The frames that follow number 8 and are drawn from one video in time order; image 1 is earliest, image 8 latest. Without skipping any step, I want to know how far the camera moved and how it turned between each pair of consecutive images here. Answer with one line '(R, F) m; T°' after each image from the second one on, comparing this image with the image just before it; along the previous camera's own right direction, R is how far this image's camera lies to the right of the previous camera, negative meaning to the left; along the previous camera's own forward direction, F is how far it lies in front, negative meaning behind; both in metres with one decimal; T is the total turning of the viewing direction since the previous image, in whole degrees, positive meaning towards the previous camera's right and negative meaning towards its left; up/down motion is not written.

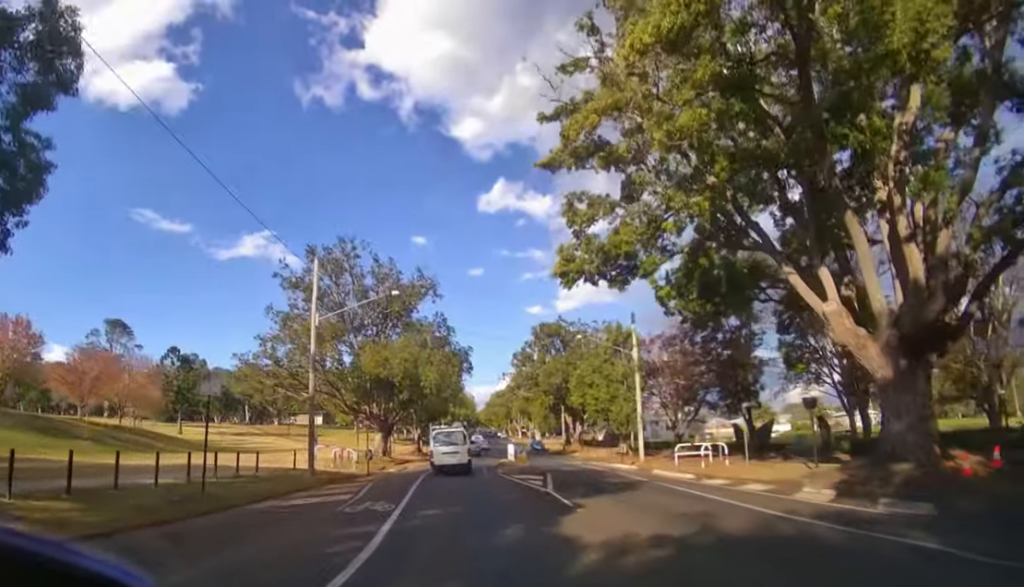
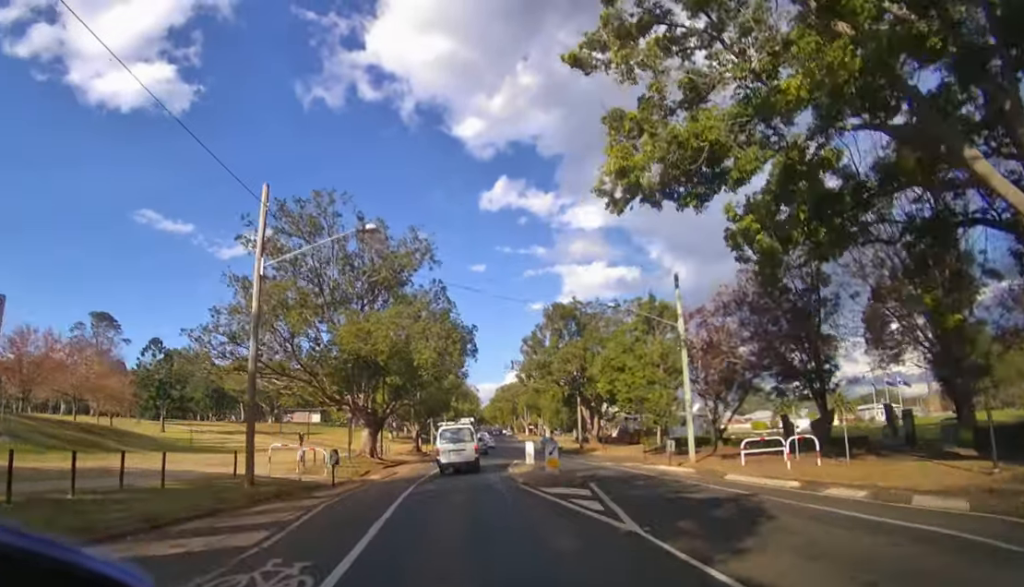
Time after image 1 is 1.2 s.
(0.0, +6.2) m; -1°
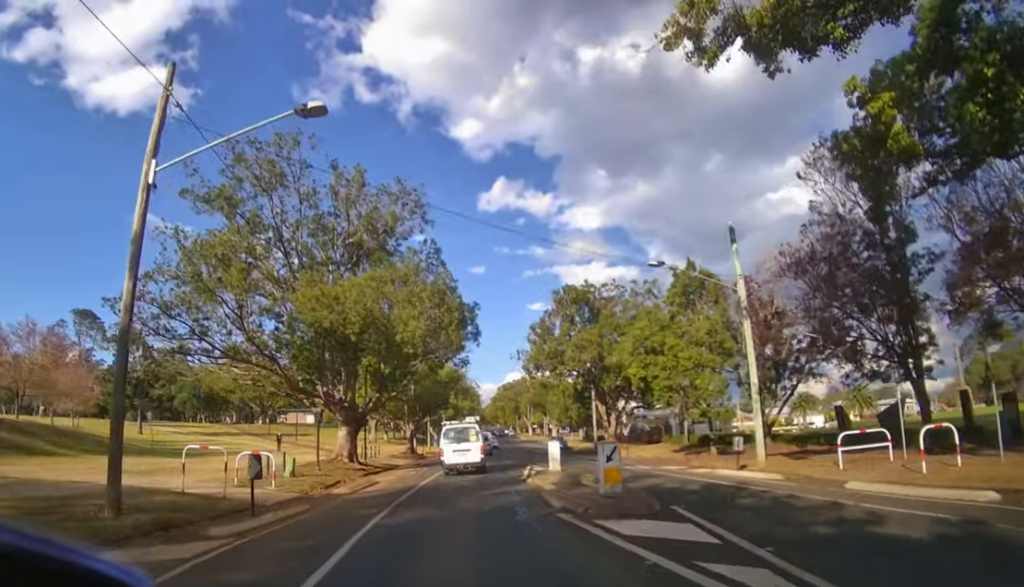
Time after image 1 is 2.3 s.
(0.0, +5.1) m; -1°
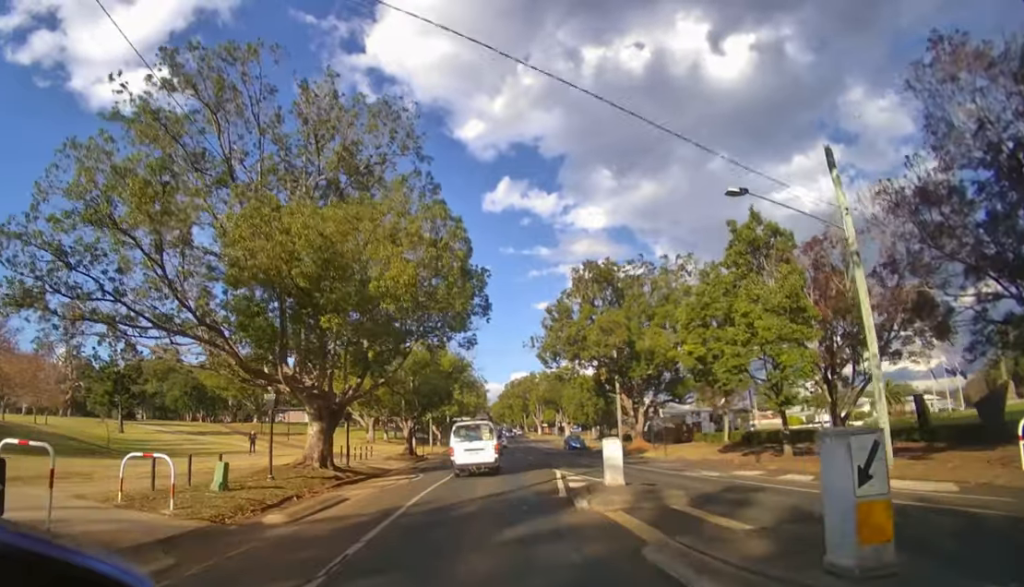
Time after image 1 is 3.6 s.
(-0.1, +5.4) m; 0°
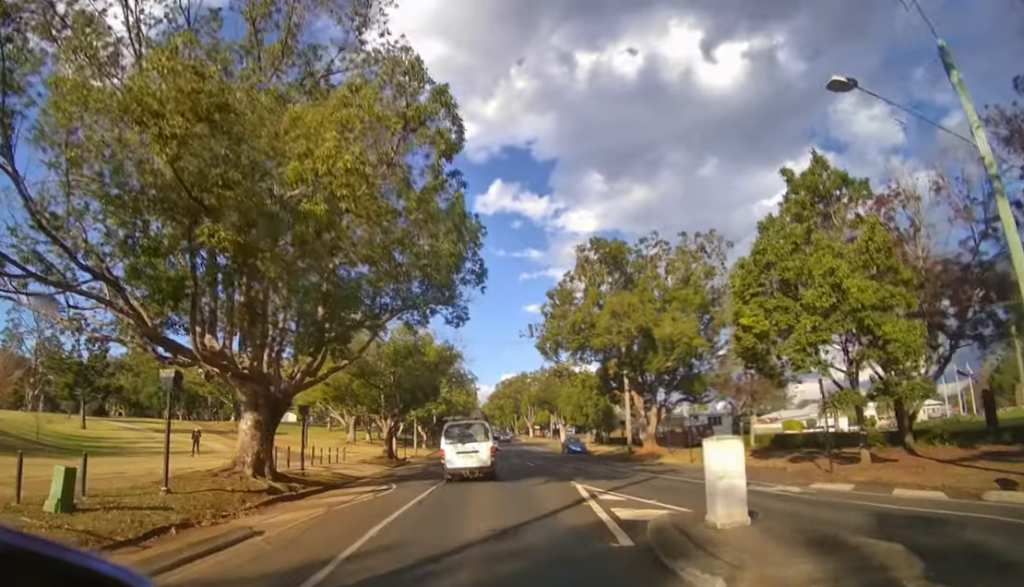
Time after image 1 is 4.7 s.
(0.0, +4.7) m; +1°
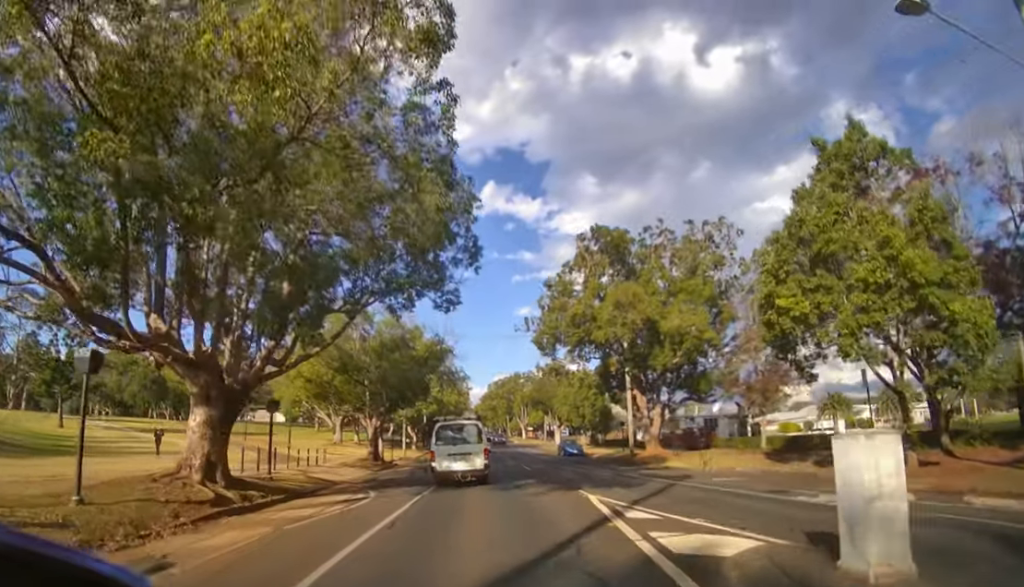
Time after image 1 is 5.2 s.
(0.0, +2.3) m; +1°
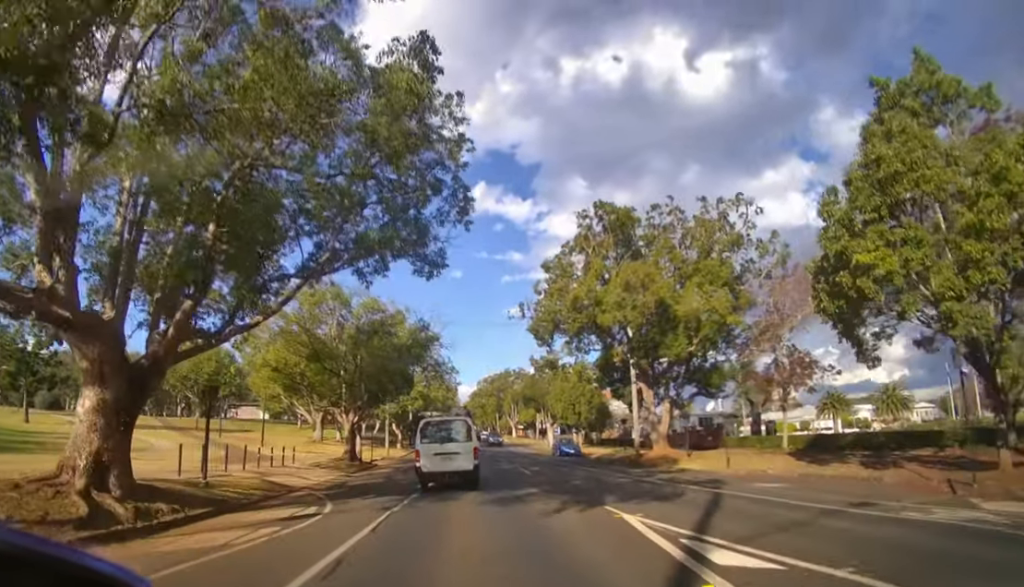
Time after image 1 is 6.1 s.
(0.0, +3.3) m; 0°
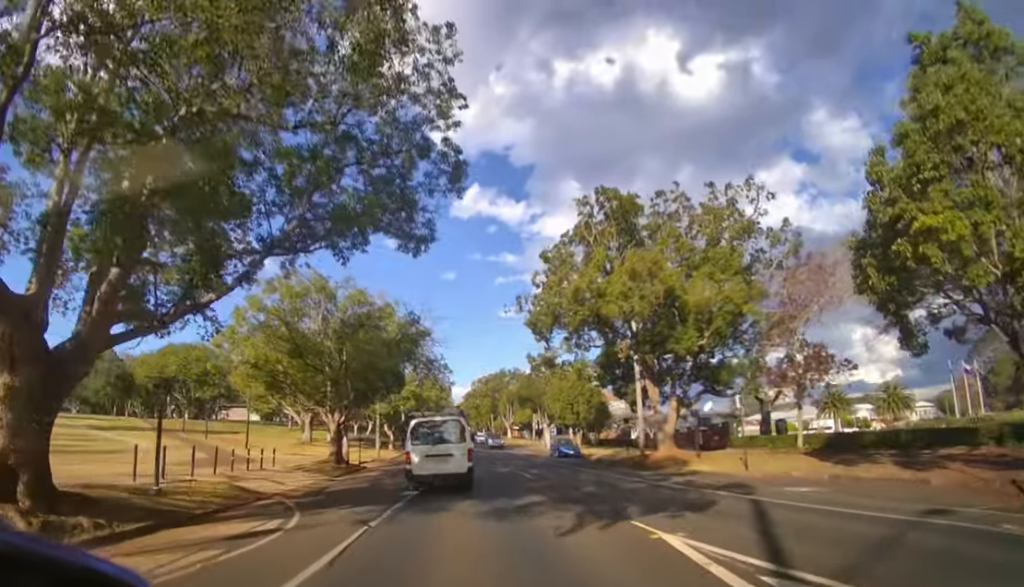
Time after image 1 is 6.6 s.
(0.0, +1.9) m; +1°
